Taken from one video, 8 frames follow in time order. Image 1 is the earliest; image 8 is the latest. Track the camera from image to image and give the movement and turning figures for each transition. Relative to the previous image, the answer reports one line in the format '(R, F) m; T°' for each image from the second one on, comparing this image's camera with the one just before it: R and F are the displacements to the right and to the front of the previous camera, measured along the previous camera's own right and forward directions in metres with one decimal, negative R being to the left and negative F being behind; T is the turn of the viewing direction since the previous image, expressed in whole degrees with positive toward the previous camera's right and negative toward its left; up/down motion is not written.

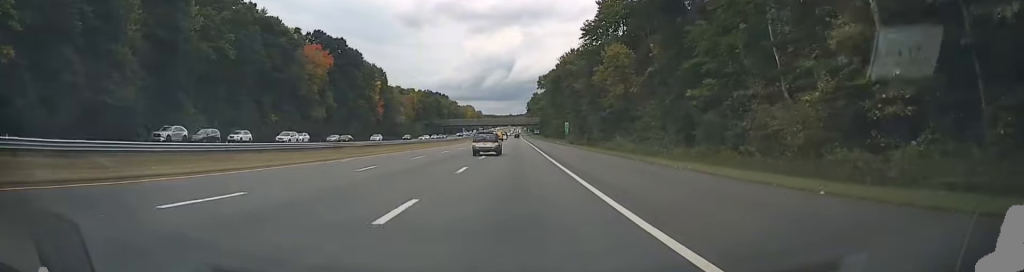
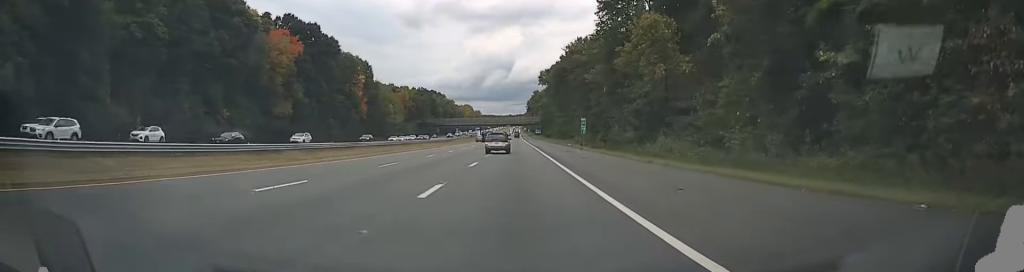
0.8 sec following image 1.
(+0.1, +21.9) m; 0°
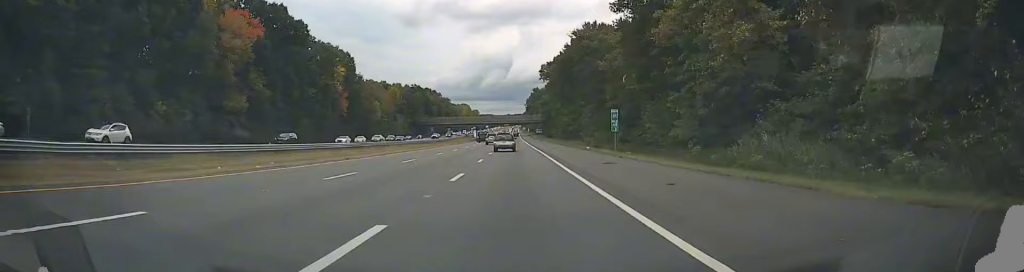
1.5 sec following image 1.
(+0.1, +20.3) m; 0°
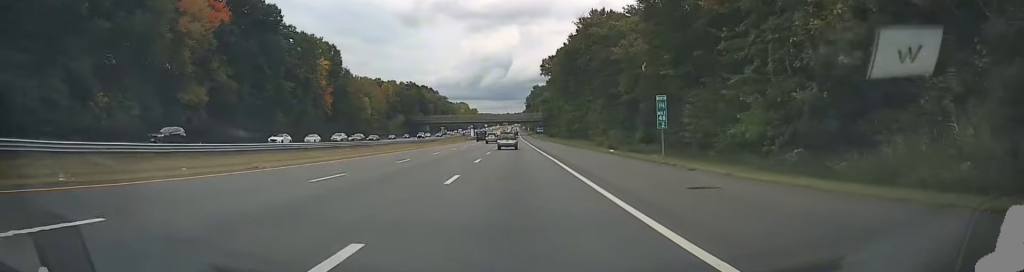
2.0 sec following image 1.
(0.0, +12.8) m; 0°
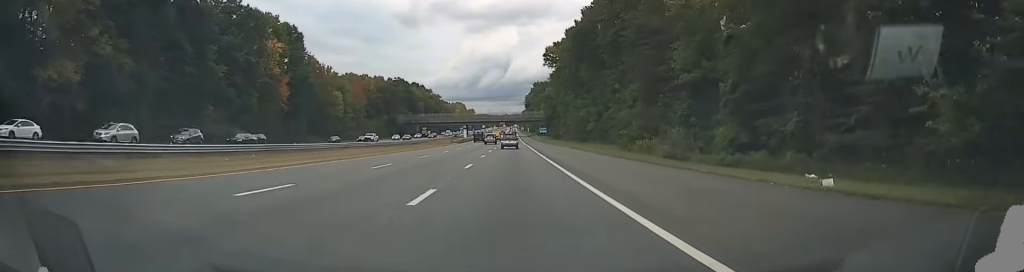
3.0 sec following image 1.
(-0.1, +25.9) m; 0°
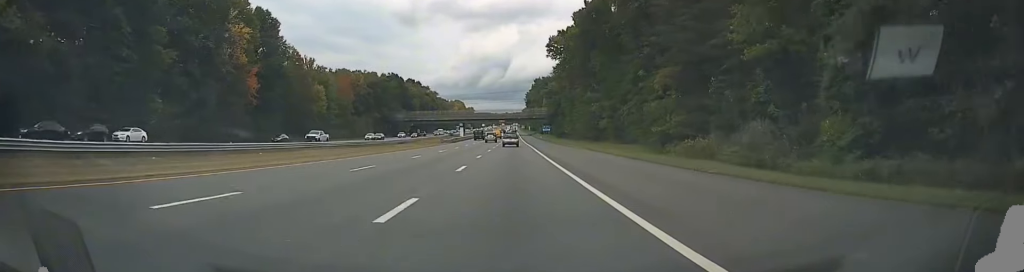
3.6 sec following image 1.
(0.0, +14.7) m; 0°
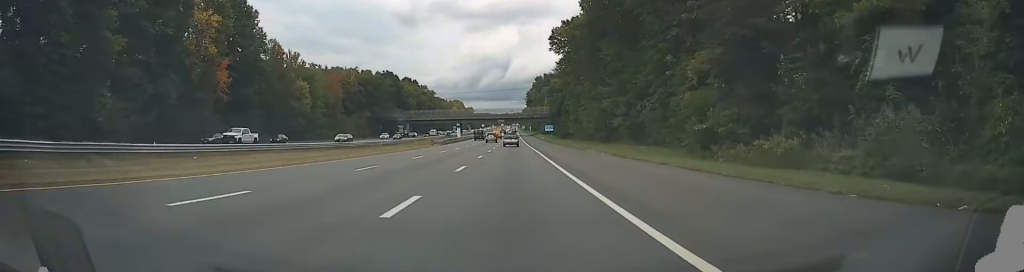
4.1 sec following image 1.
(+0.1, +11.1) m; 0°
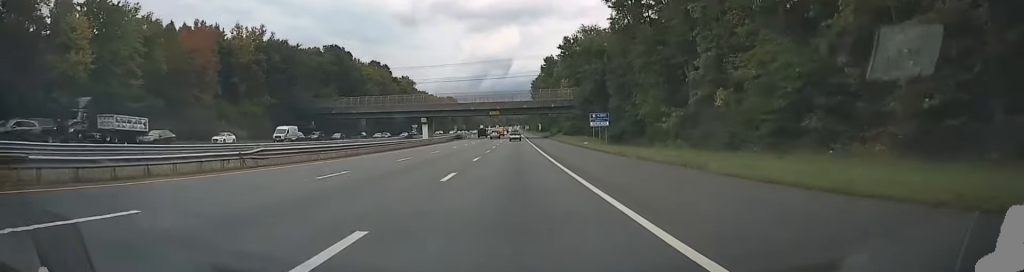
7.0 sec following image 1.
(-0.8, +76.0) m; -1°
